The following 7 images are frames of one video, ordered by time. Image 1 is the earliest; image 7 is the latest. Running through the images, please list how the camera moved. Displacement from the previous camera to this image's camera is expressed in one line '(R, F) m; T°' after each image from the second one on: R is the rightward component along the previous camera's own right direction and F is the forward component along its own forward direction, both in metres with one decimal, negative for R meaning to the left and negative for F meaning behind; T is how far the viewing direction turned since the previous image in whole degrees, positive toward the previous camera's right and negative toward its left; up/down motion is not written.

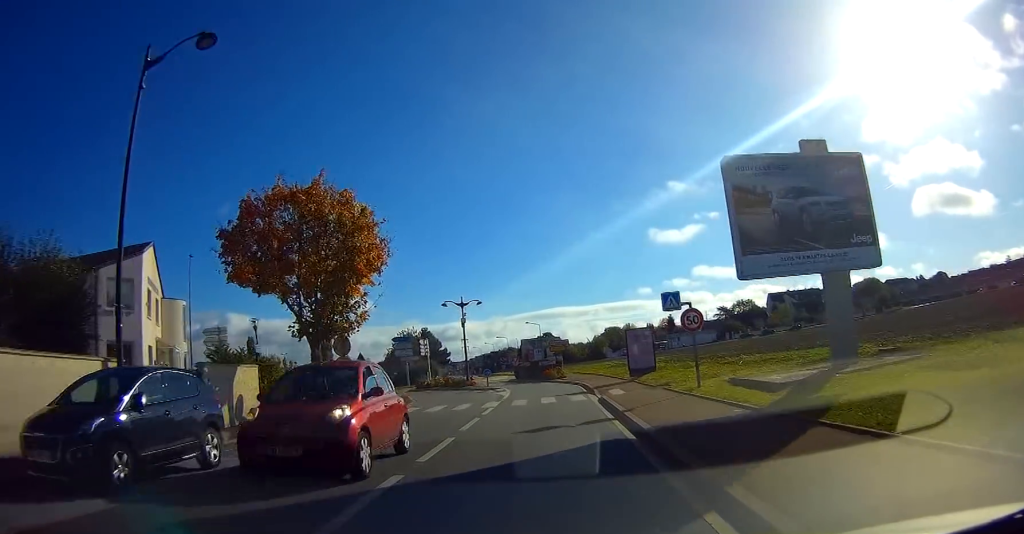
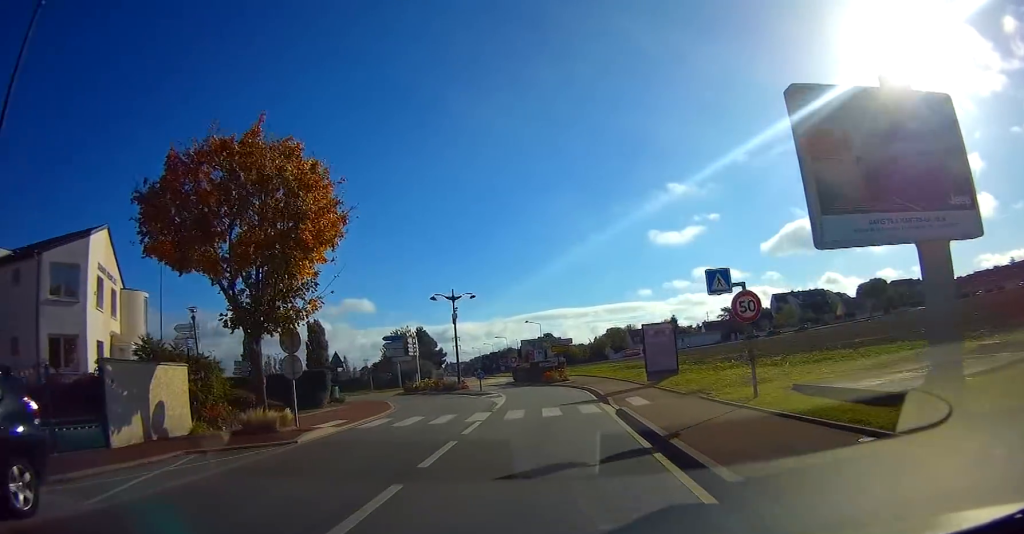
(0.0, +4.3) m; 0°
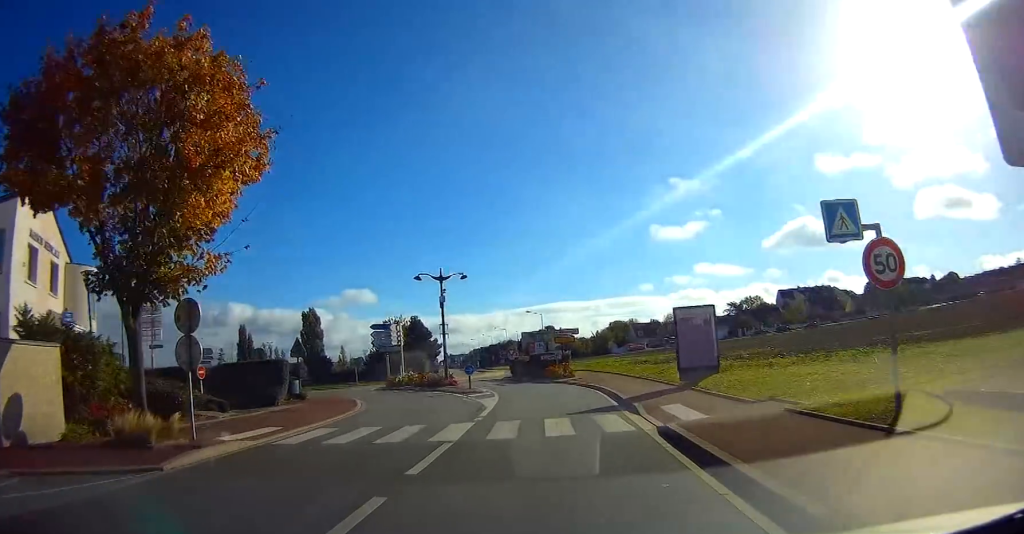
(0.0, +5.4) m; 0°
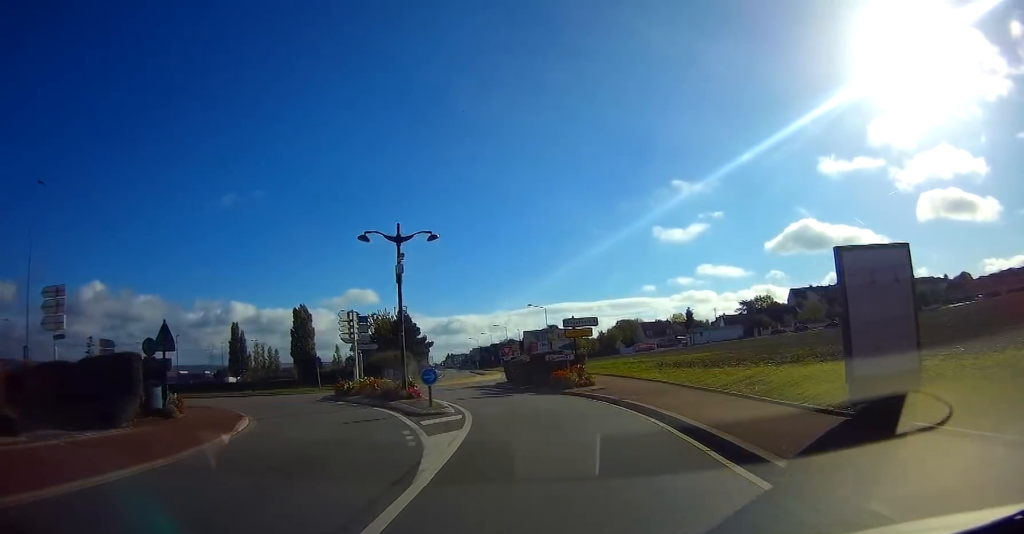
(0.0, +10.6) m; +1°
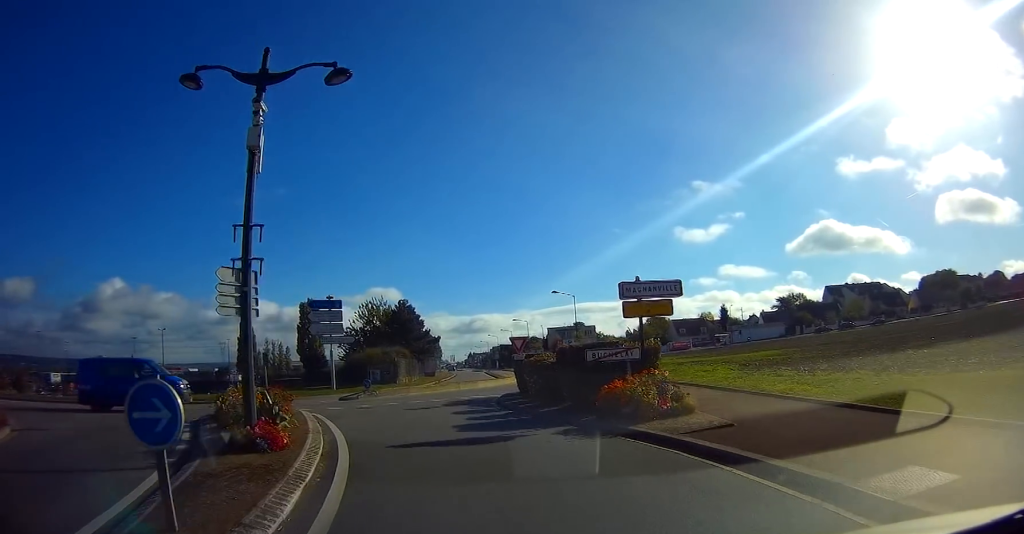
(-0.4, +14.6) m; -6°
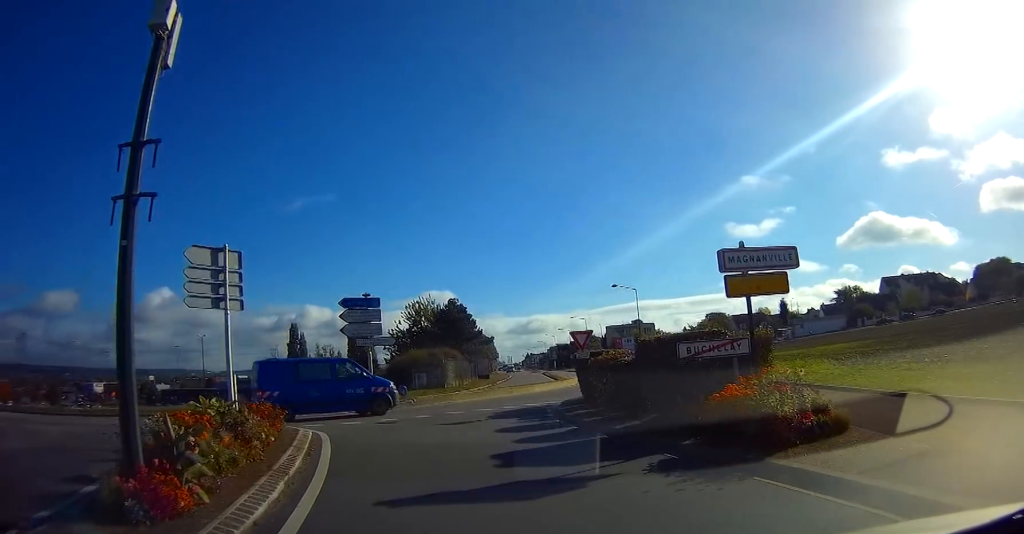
(-0.1, +4.0) m; -1°
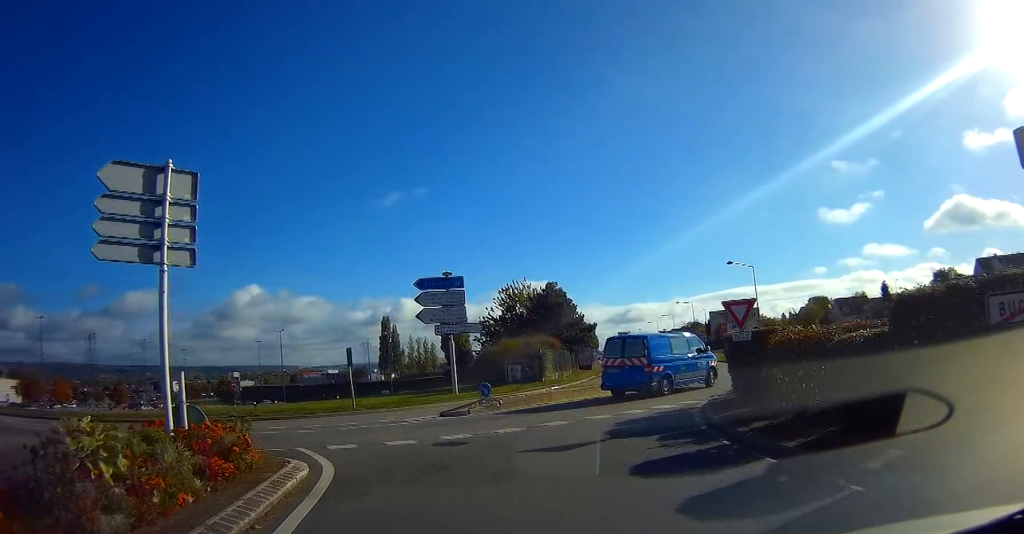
(0.0, +5.7) m; -5°
